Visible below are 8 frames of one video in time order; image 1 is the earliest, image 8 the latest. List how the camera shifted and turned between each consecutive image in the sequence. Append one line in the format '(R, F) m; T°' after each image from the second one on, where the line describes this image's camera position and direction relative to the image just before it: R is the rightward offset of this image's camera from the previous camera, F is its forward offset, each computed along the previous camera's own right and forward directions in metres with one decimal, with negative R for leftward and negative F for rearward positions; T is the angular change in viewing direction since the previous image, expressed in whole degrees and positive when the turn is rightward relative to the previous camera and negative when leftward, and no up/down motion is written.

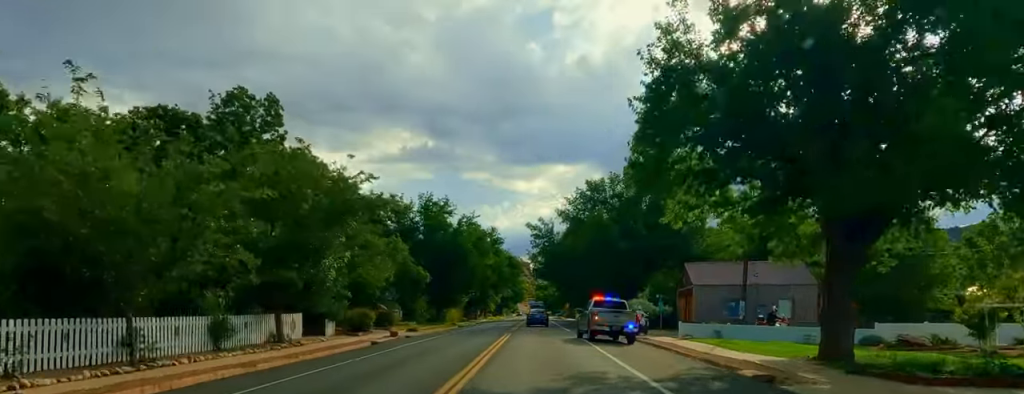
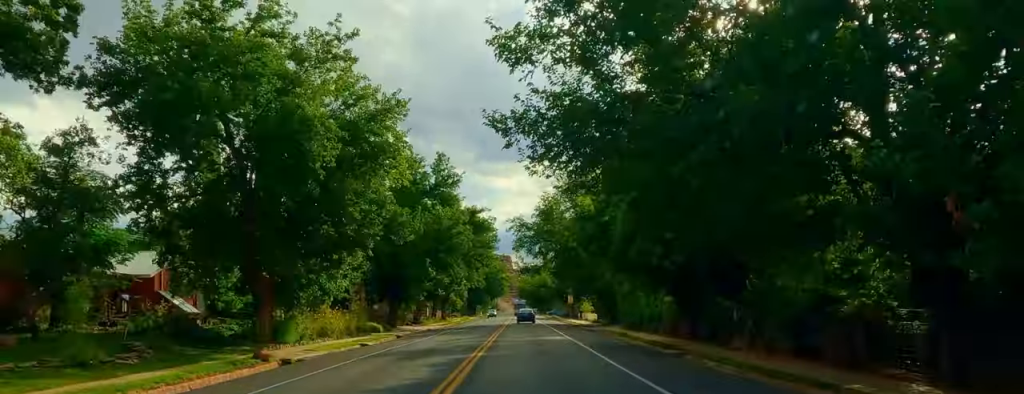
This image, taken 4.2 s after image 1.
(-1.6, +55.0) m; -3°
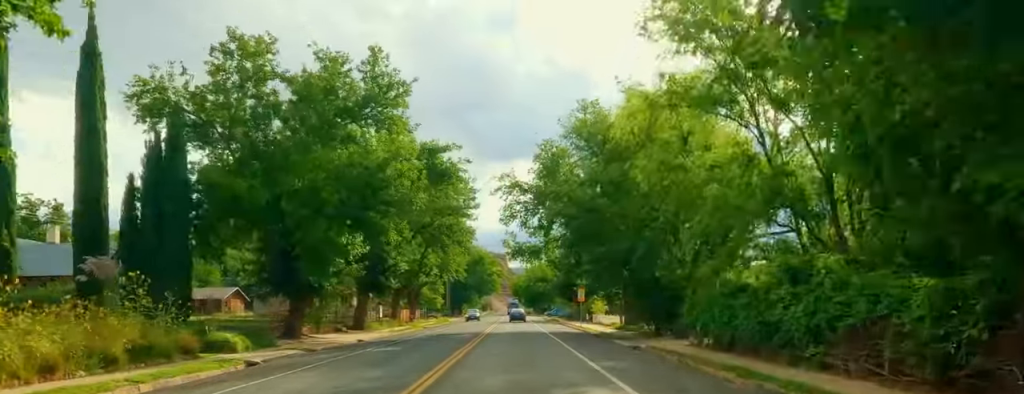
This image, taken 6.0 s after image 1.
(0.0, +25.4) m; +1°
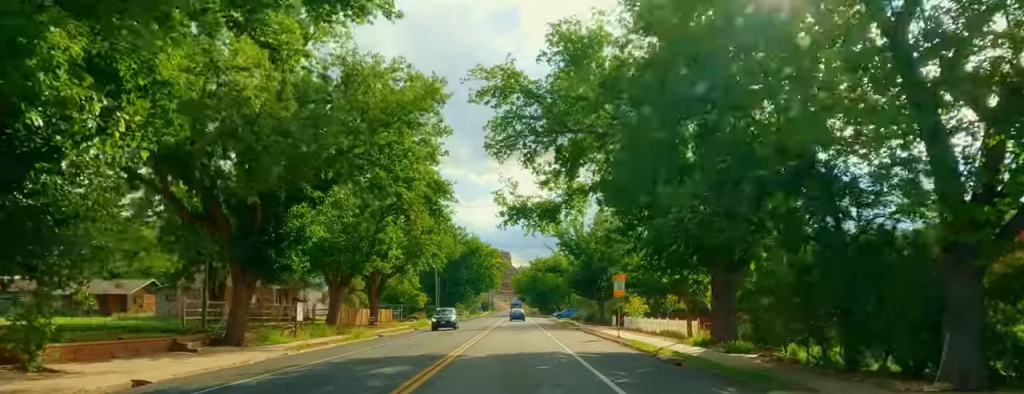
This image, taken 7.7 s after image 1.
(+0.7, +23.6) m; +1°
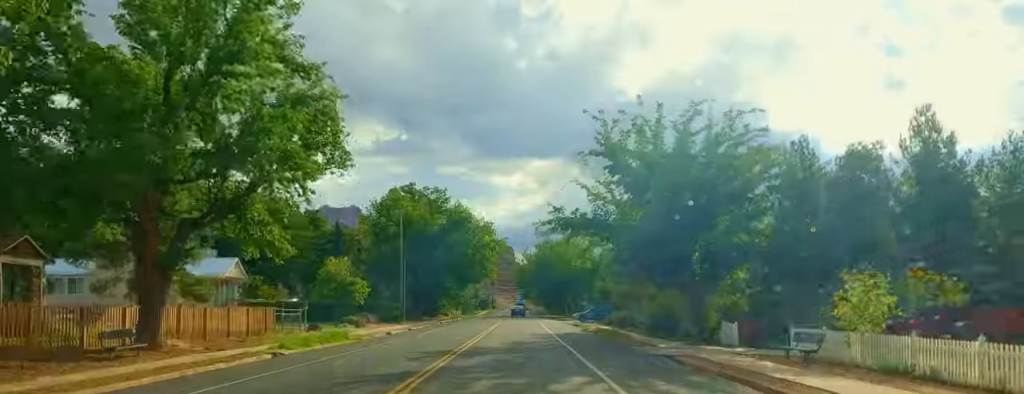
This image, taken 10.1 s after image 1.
(-0.9, +37.2) m; -2°
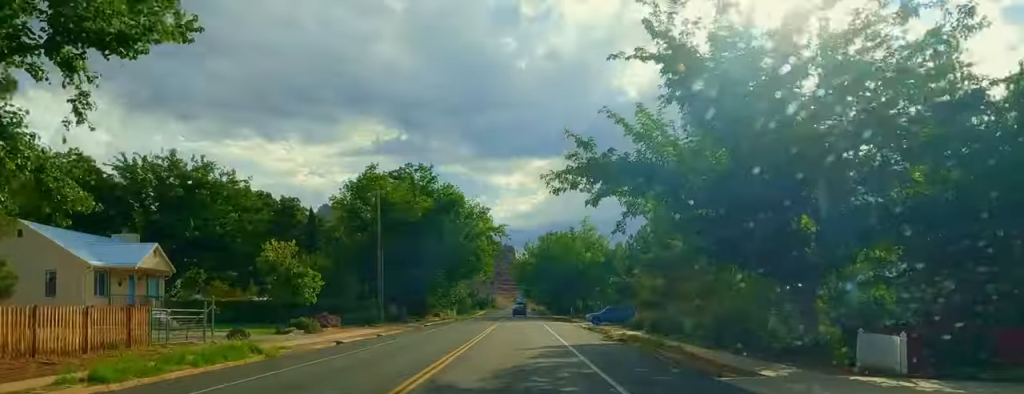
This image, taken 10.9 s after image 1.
(-0.6, +13.2) m; 0°
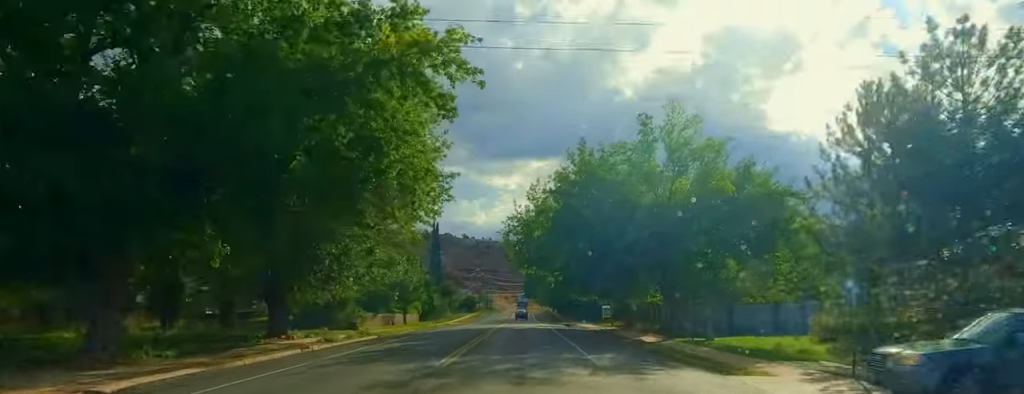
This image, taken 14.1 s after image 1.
(+2.2, +51.7) m; +1°
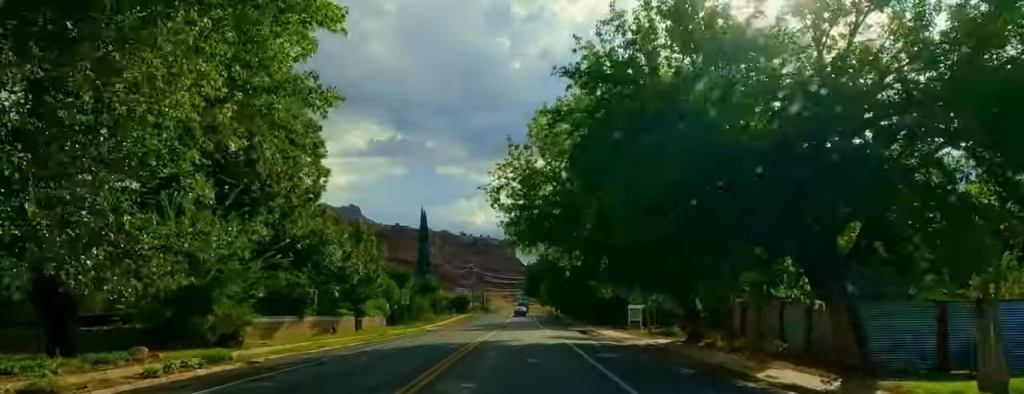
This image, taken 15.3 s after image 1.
(+0.1, +20.7) m; -1°
